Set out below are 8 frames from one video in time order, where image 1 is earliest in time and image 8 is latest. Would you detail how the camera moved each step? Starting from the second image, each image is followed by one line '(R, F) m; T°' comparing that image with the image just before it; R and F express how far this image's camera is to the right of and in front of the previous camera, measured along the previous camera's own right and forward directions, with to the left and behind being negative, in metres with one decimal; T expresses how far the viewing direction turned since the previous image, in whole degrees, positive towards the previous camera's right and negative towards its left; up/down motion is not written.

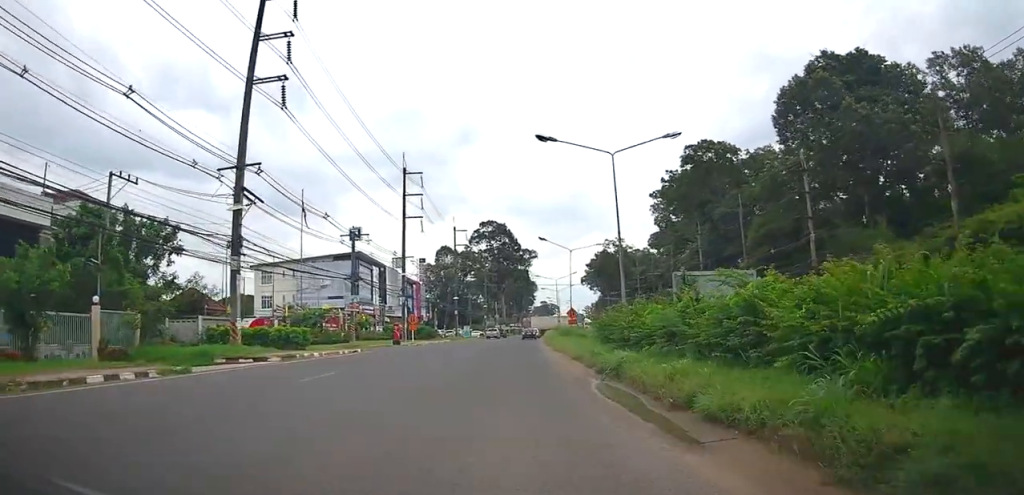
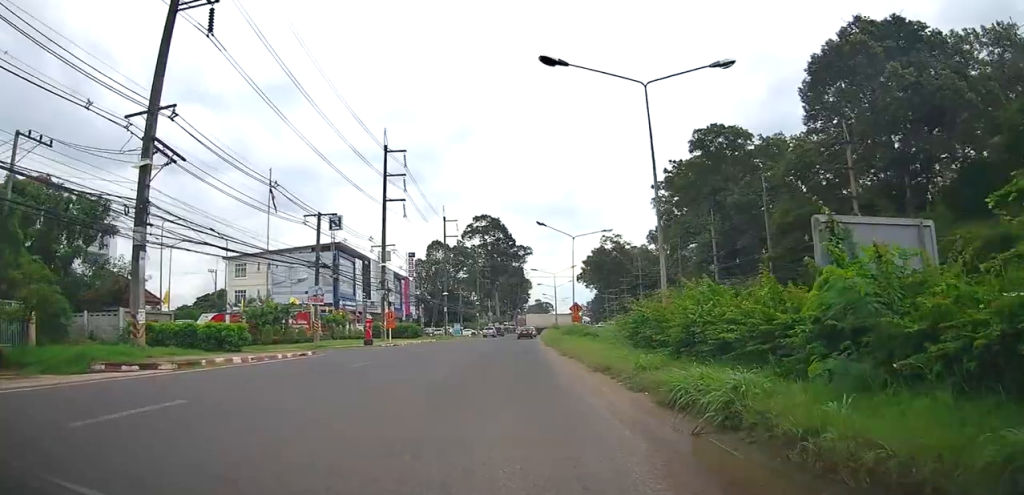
(0.0, +7.3) m; 0°
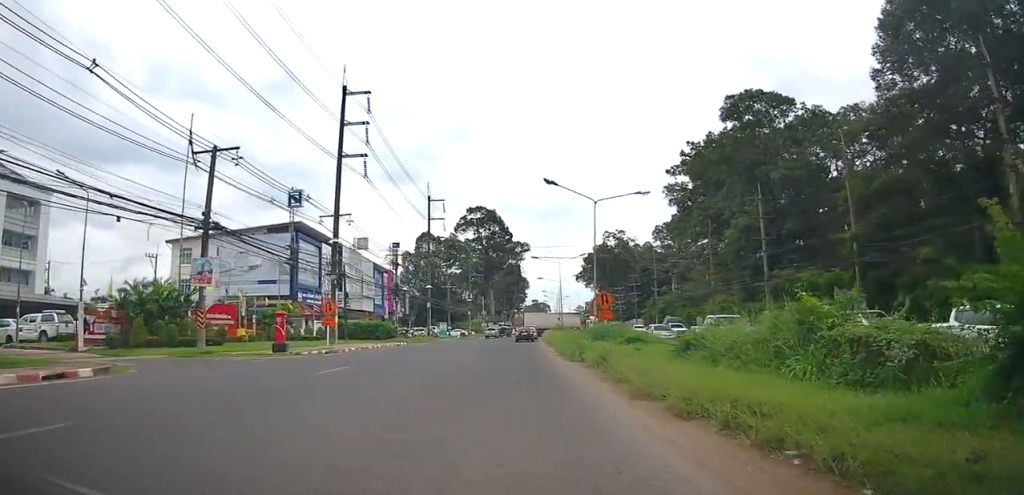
(+0.1, +14.4) m; +1°
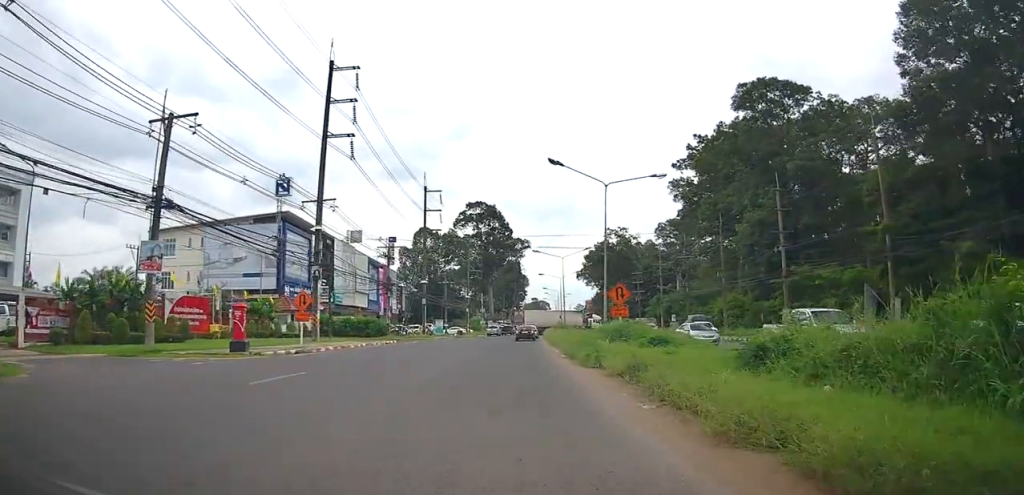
(0.0, +3.9) m; 0°
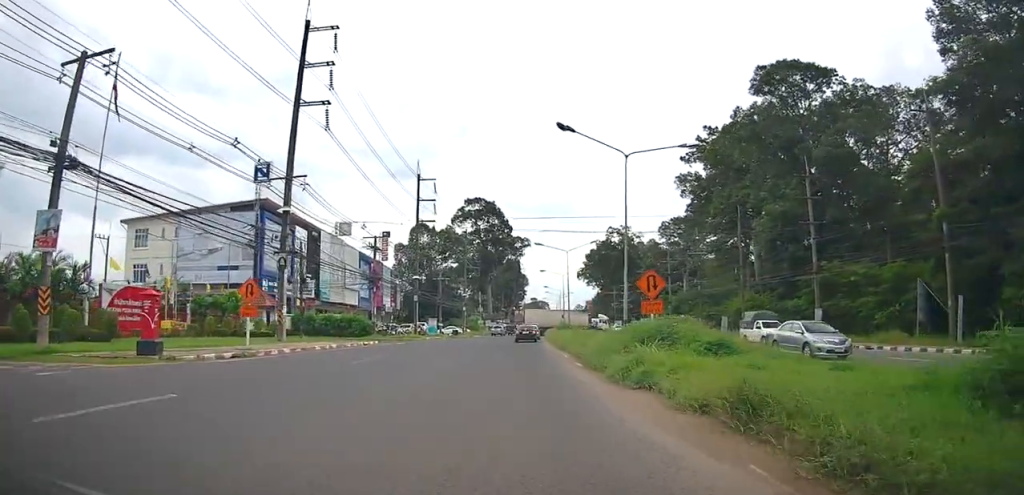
(0.0, +5.9) m; 0°
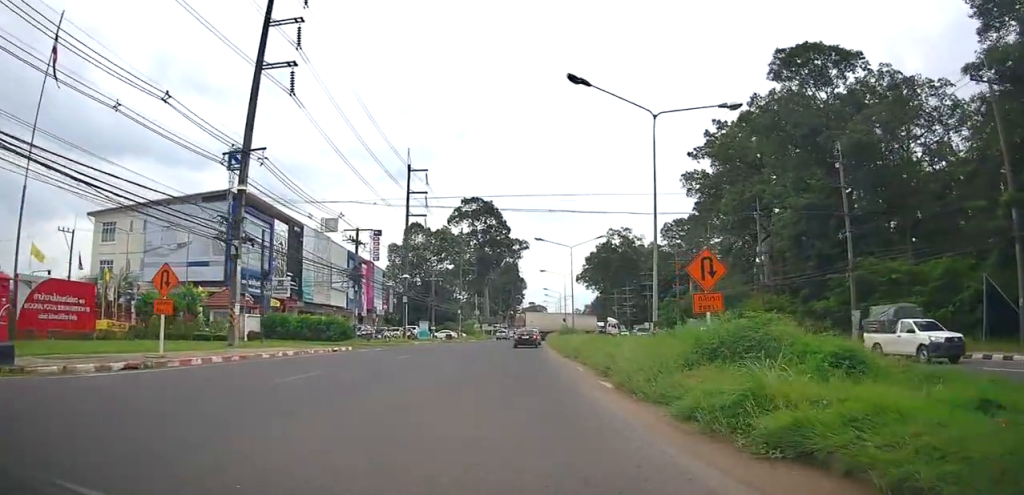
(0.0, +5.8) m; +1°
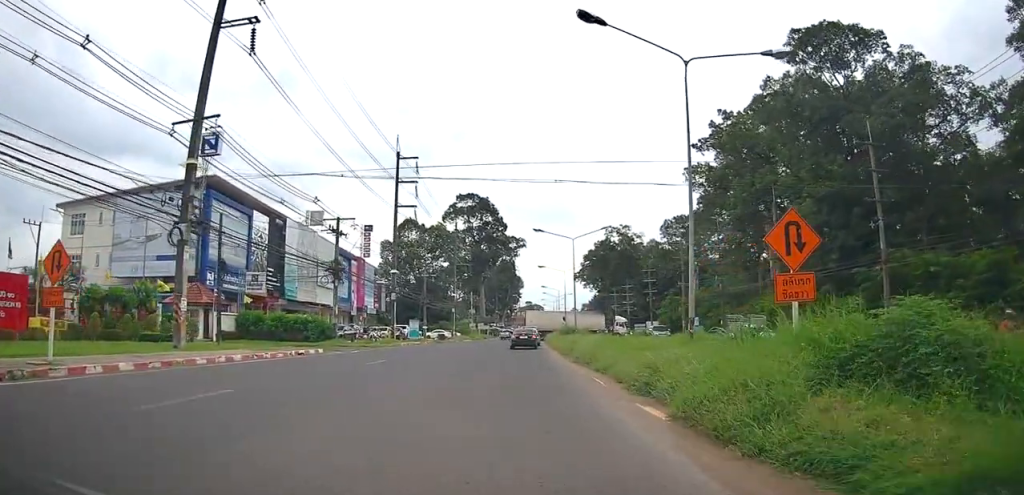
(+0.1, +4.6) m; +1°
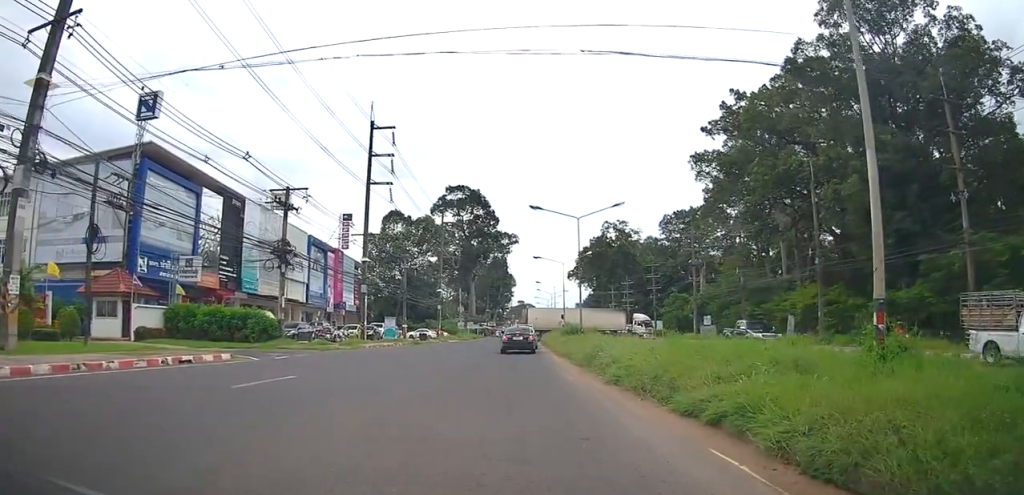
(0.0, +8.8) m; -2°
